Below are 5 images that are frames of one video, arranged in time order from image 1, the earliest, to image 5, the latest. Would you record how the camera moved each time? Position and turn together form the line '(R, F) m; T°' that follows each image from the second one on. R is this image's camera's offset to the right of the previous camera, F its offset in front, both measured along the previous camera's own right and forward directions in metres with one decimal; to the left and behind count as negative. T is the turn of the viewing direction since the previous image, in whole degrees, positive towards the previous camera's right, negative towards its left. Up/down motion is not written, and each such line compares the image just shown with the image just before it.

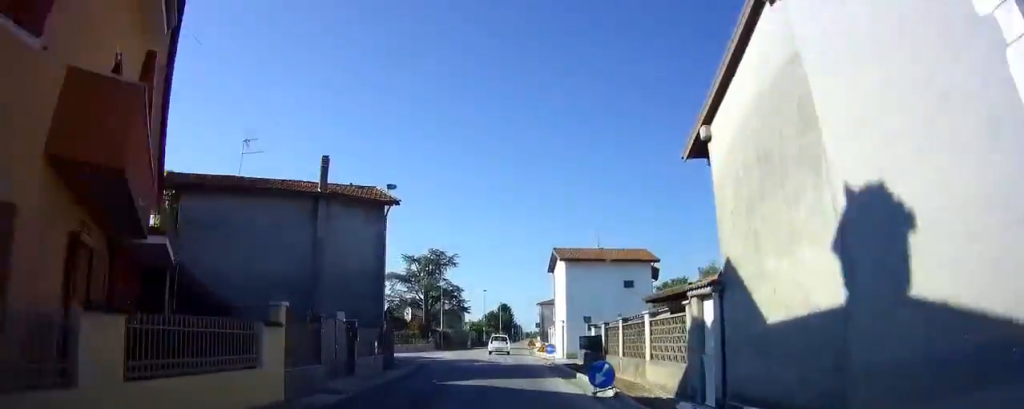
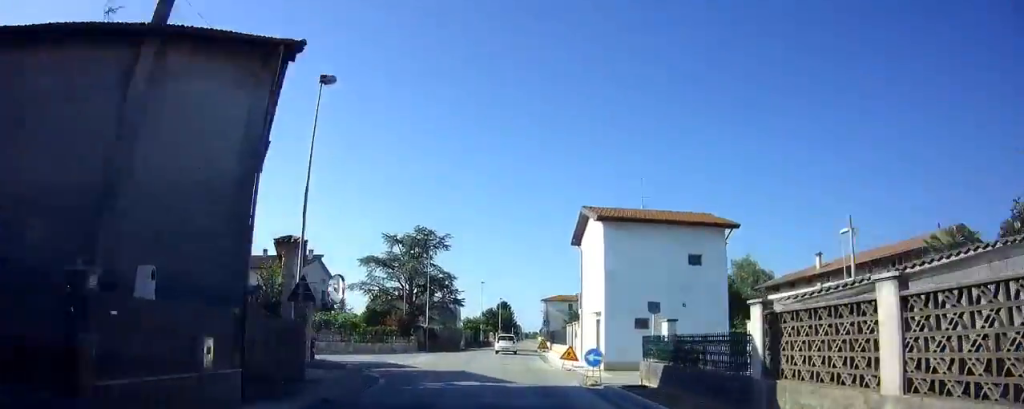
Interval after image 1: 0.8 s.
(0.0, +12.5) m; +1°
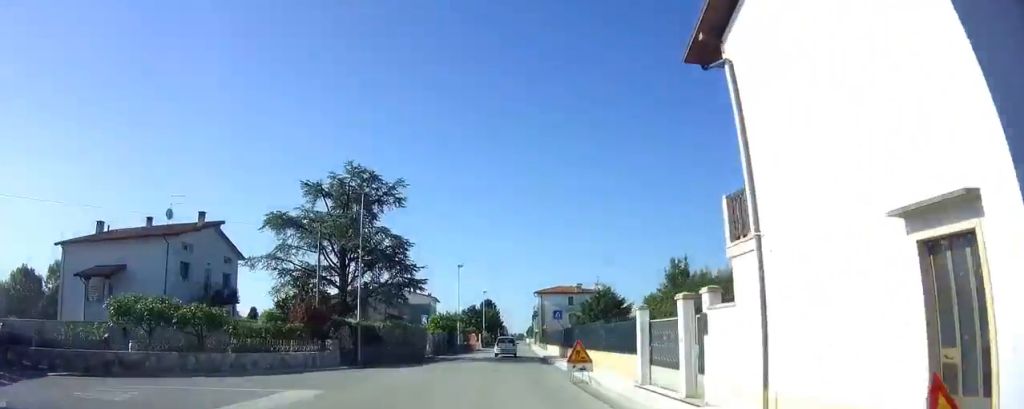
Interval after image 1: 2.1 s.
(+0.4, +19.6) m; +2°
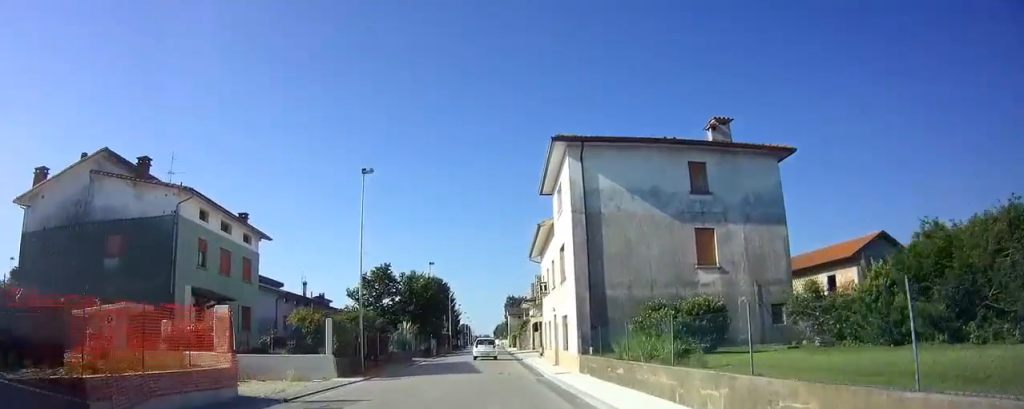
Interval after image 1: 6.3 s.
(+1.6, +62.3) m; +1°
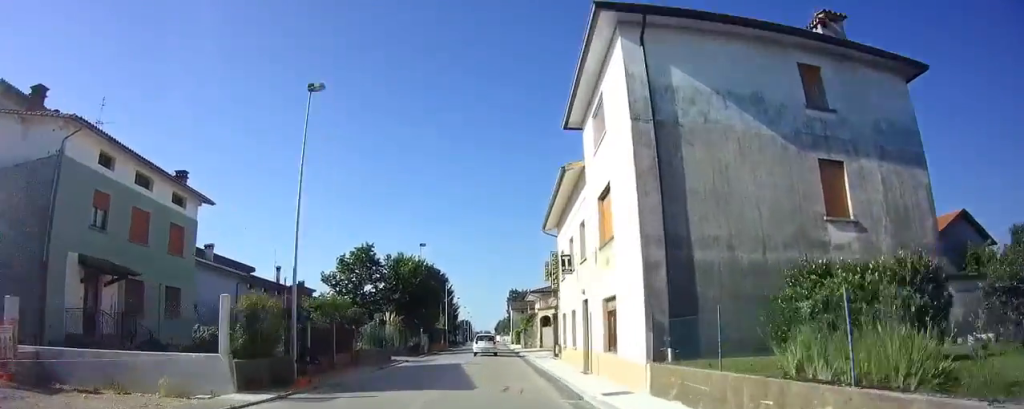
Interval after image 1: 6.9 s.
(0.0, +8.3) m; 0°
